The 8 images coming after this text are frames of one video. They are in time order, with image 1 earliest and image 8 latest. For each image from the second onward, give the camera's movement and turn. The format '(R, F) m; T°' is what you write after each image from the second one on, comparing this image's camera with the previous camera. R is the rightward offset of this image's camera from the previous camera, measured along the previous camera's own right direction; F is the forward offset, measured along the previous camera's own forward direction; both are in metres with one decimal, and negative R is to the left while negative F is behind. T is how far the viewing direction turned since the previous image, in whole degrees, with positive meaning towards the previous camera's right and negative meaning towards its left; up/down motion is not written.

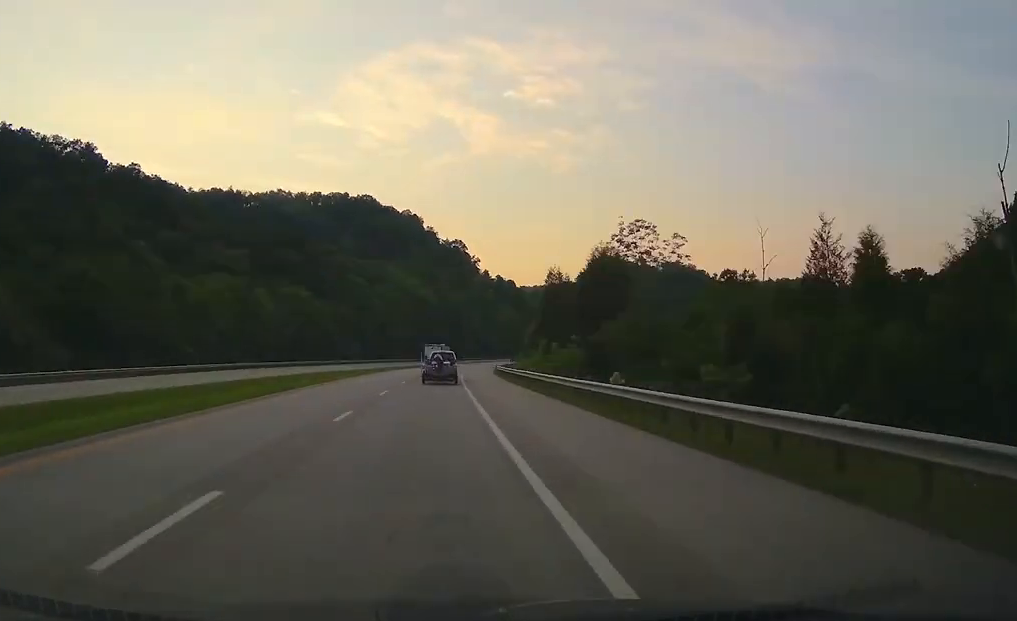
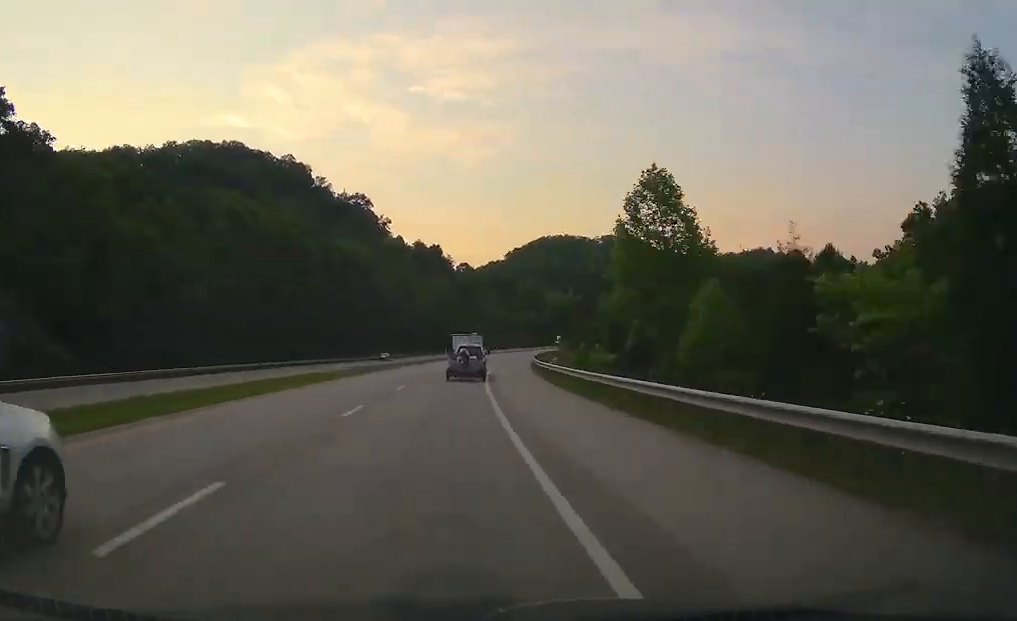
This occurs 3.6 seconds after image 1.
(+6.7, +119.3) m; +9°
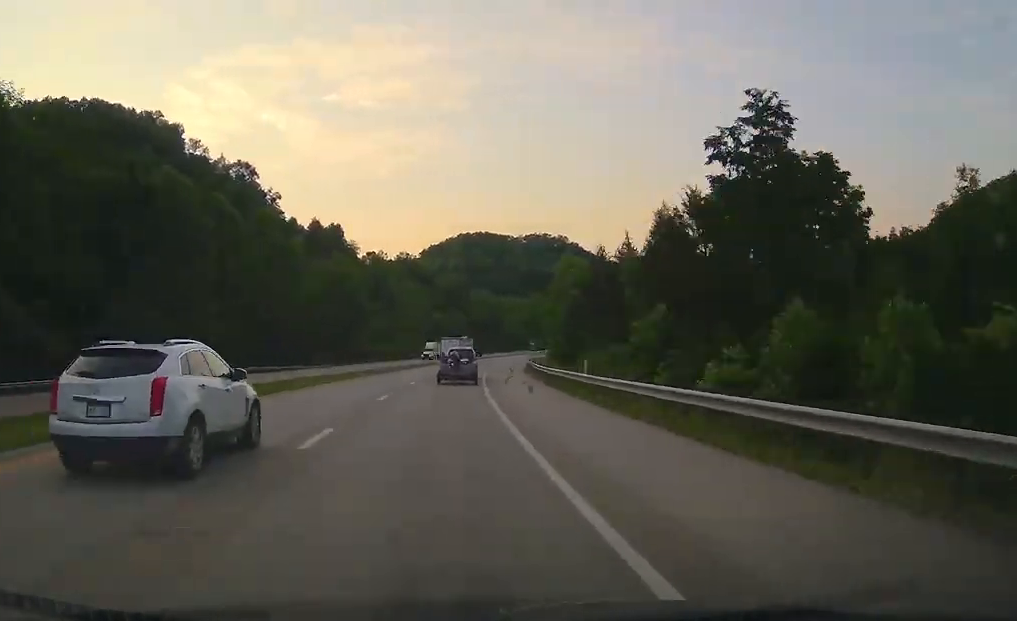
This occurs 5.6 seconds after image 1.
(+0.9, +65.9) m; +6°
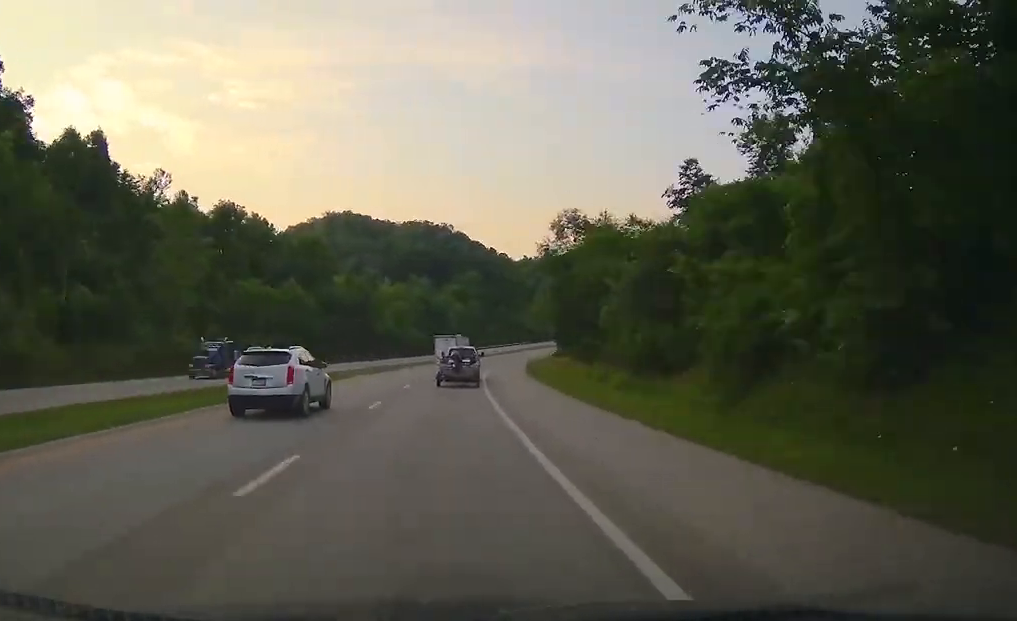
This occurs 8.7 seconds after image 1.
(+10.1, +100.3) m; +11°
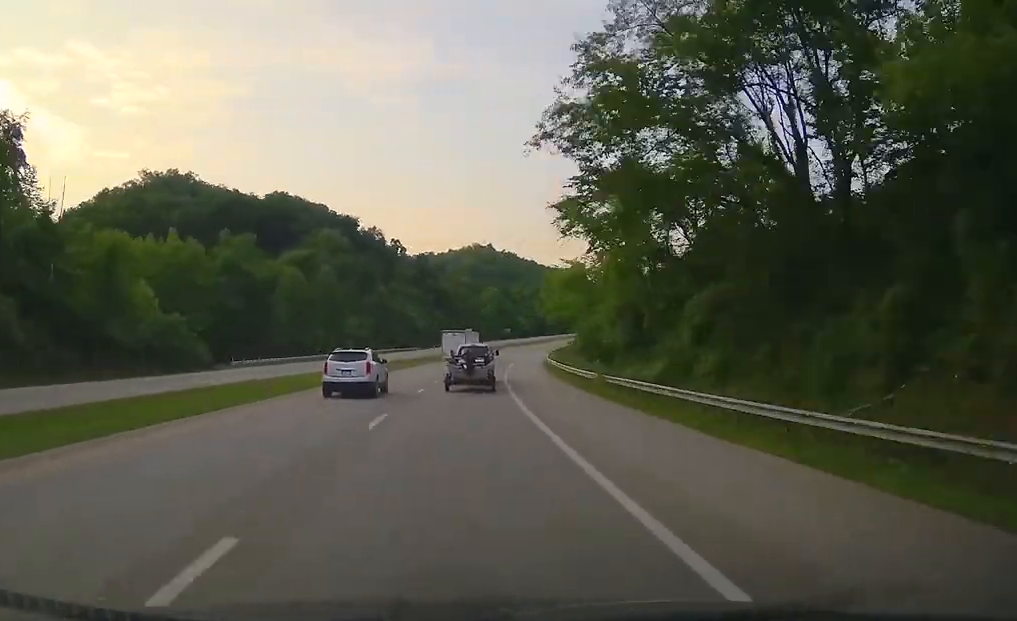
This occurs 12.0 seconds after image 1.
(+11.9, +108.0) m; +11°
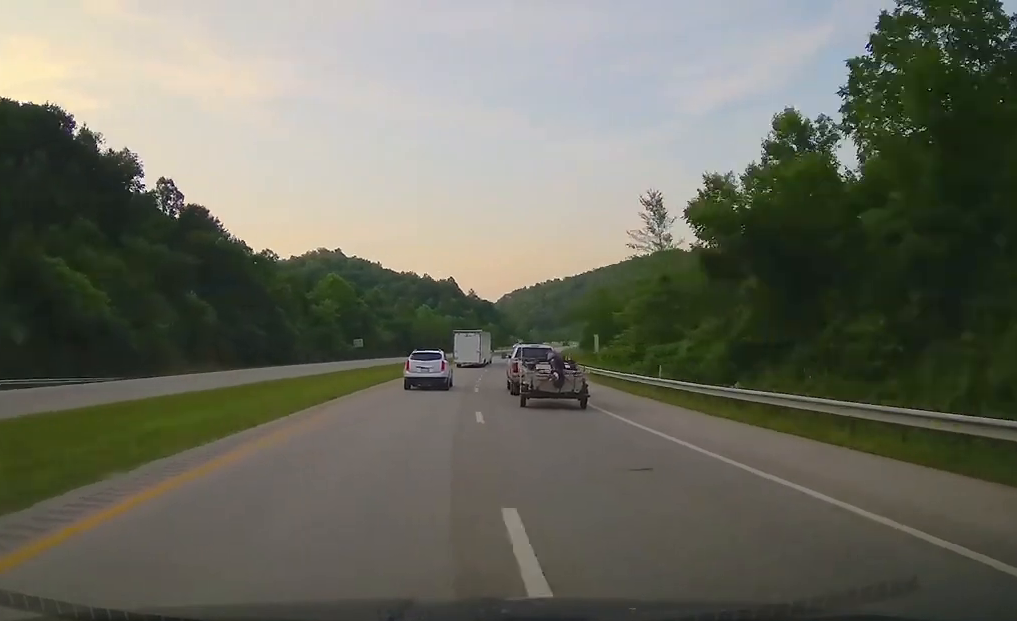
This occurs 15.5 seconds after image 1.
(+12.0, +110.2) m; +11°
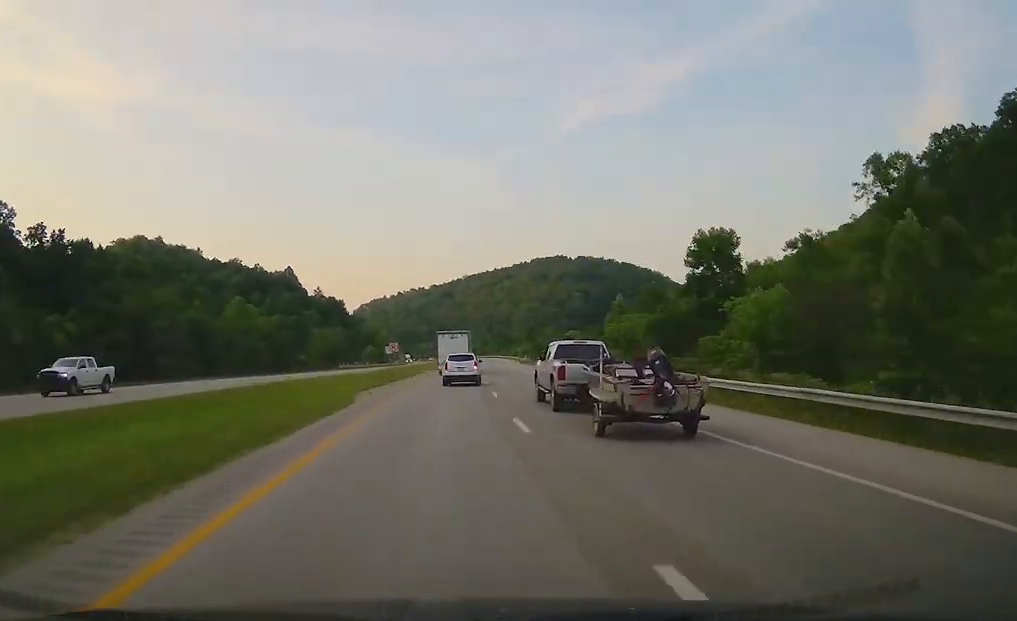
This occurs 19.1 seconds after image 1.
(+10.2, +110.9) m; +8°
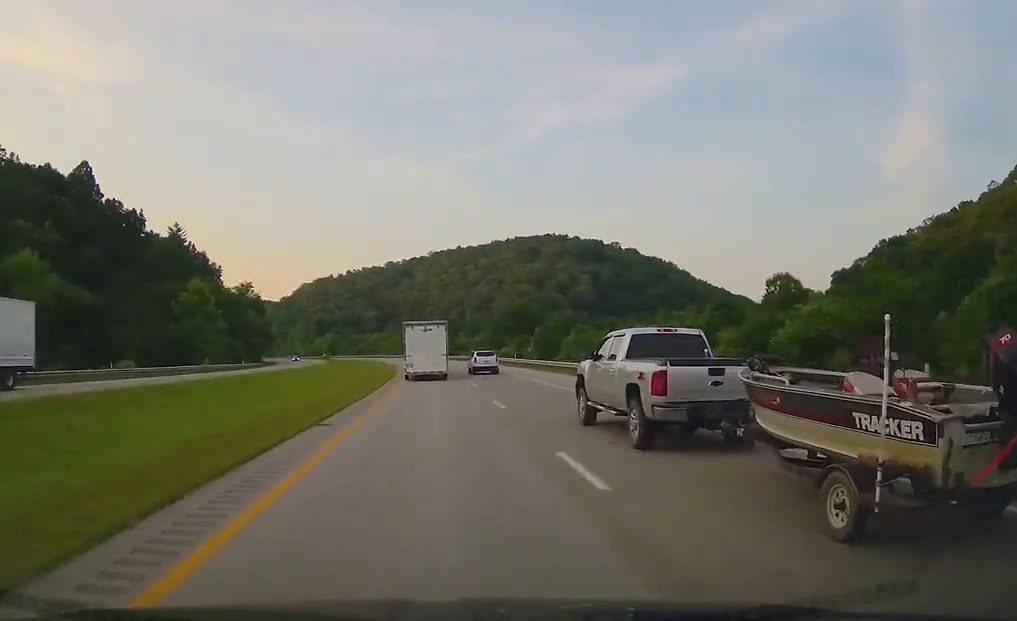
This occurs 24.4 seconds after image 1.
(+8.1, +152.6) m; +2°
